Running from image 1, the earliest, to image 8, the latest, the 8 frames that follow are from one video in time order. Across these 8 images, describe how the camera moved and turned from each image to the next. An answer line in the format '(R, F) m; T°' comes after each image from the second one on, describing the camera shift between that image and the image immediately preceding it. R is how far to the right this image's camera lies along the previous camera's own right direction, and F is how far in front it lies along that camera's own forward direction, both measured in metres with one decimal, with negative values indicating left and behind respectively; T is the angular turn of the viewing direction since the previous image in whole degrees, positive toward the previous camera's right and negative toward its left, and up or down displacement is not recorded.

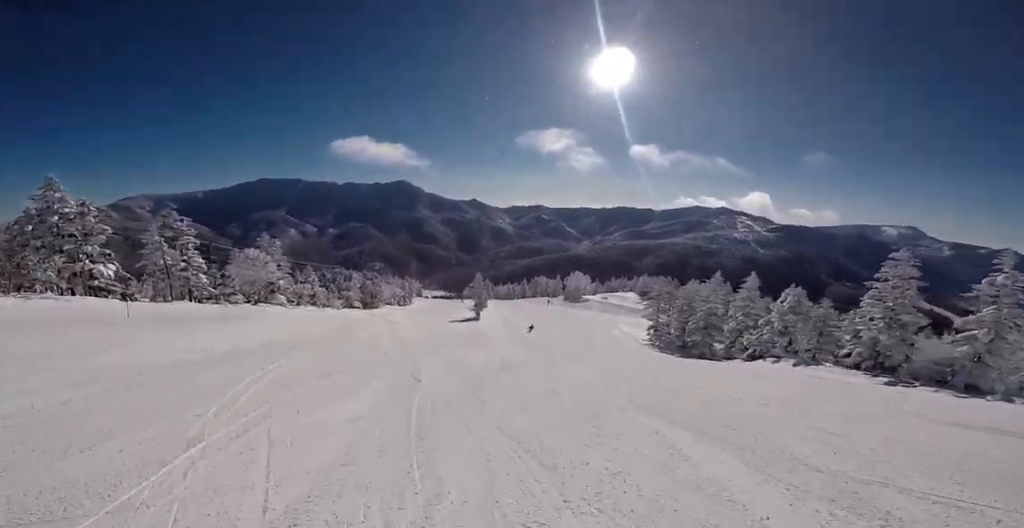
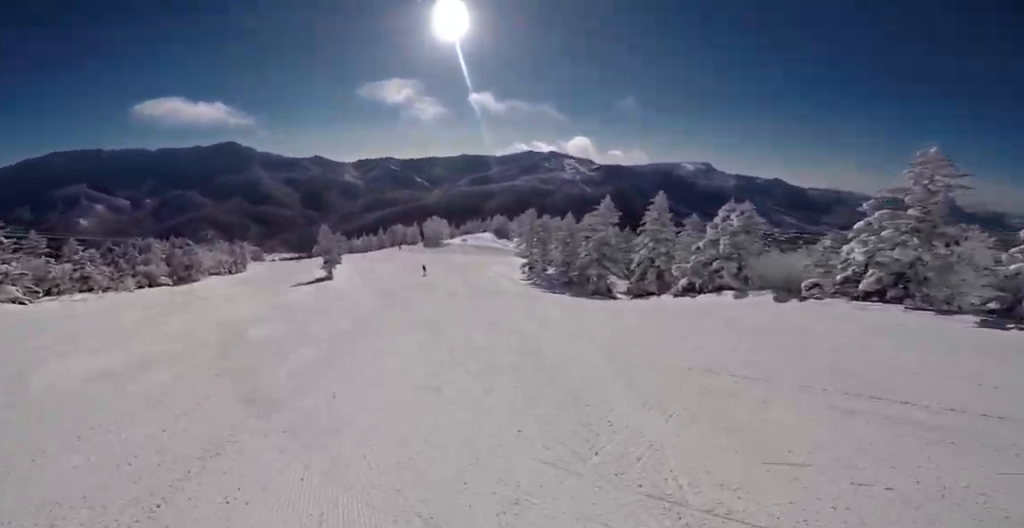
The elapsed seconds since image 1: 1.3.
(+2.5, +11.9) m; +14°
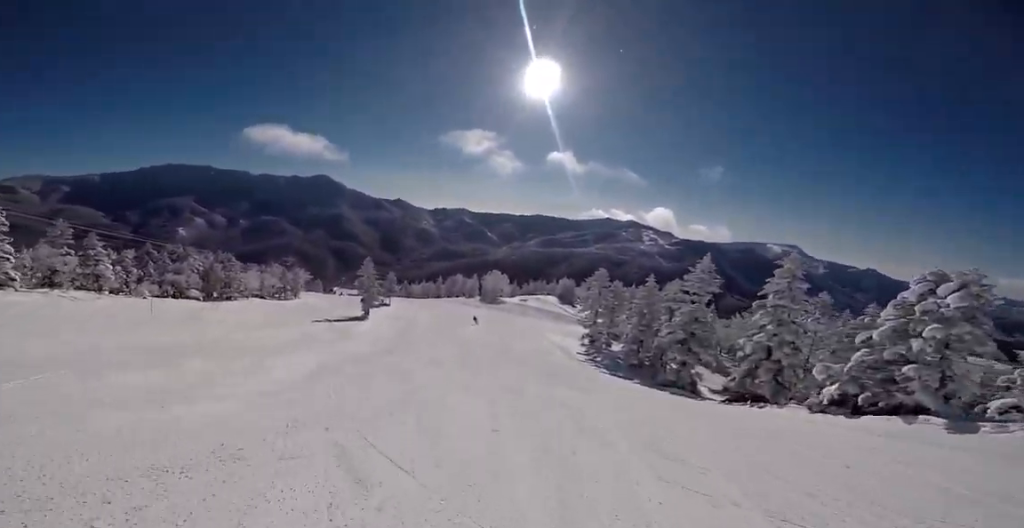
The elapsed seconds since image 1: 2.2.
(-0.3, +8.6) m; -8°
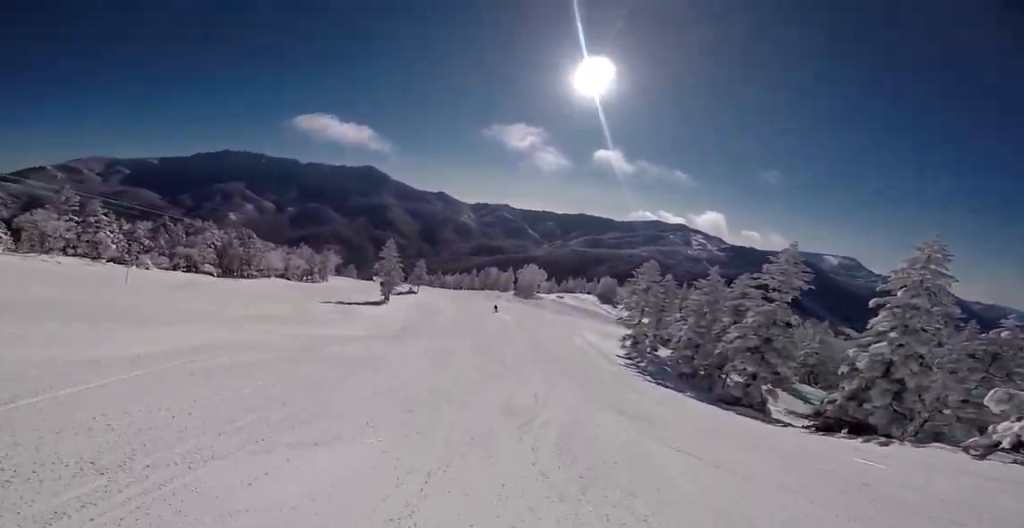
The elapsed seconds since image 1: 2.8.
(-0.3, +5.2) m; -8°
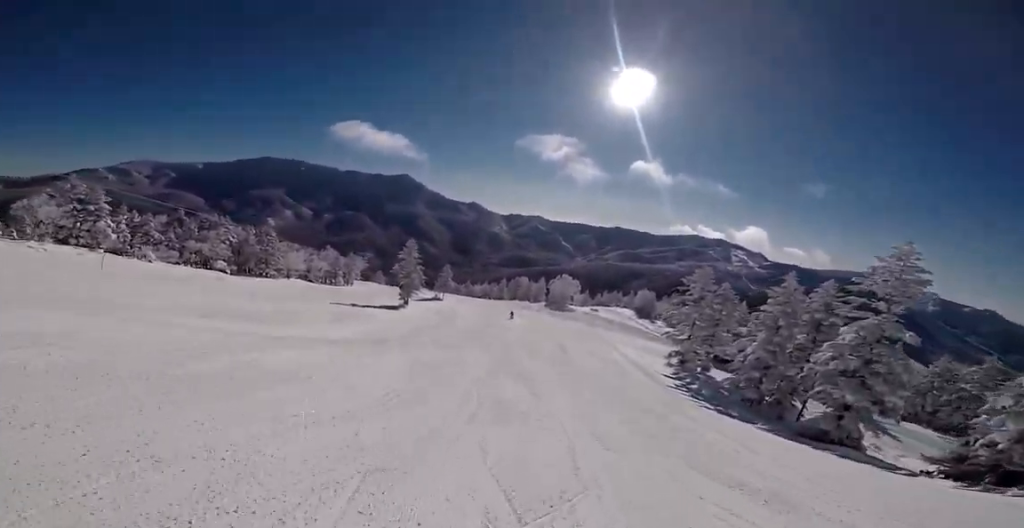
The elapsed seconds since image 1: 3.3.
(-0.1, +4.5) m; -8°
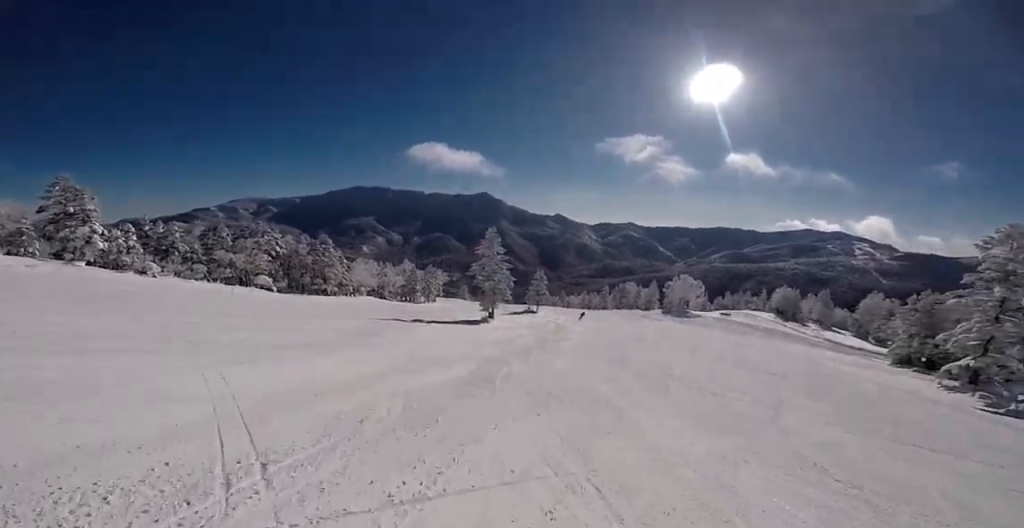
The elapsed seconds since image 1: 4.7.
(-3.1, +13.3) m; -23°
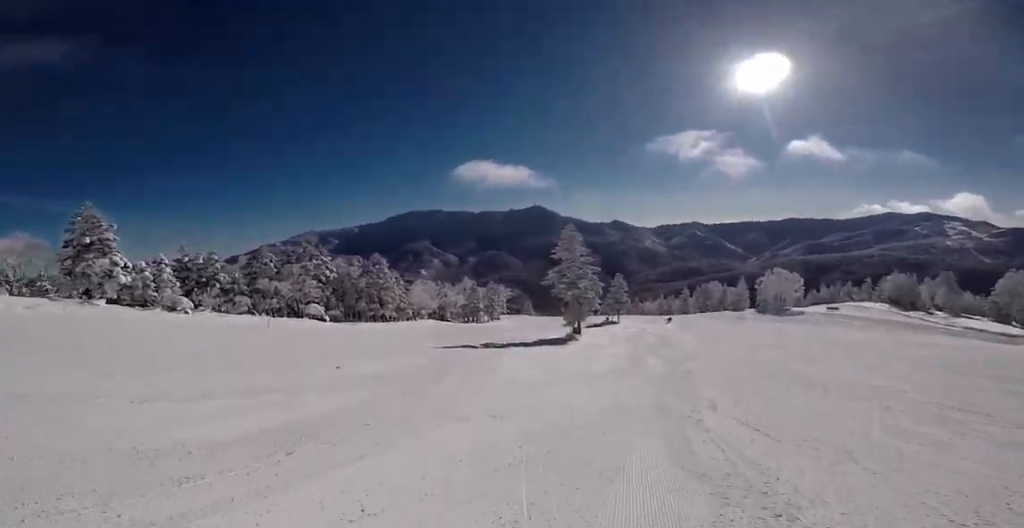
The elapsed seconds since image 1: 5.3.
(-1.0, +6.2) m; +1°
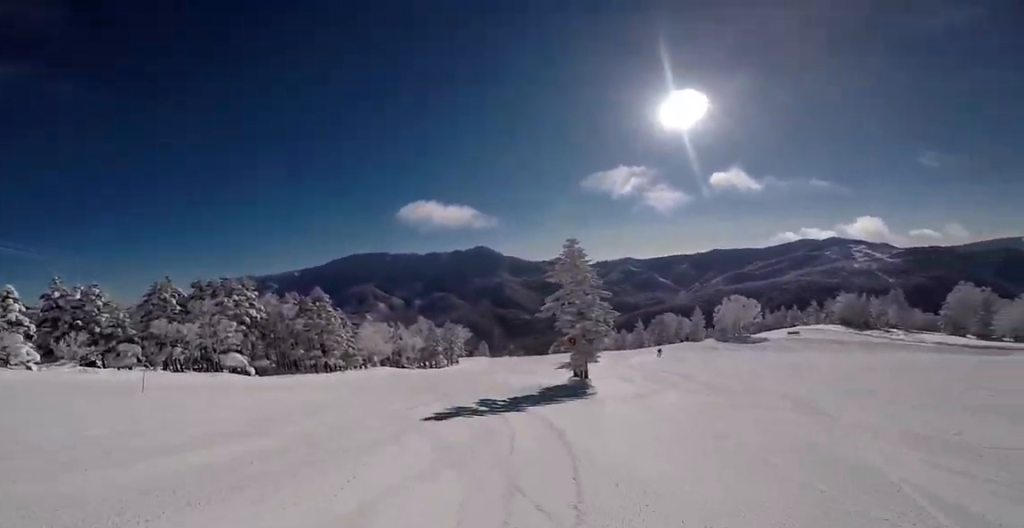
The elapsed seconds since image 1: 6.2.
(+1.0, +8.3) m; +7°
